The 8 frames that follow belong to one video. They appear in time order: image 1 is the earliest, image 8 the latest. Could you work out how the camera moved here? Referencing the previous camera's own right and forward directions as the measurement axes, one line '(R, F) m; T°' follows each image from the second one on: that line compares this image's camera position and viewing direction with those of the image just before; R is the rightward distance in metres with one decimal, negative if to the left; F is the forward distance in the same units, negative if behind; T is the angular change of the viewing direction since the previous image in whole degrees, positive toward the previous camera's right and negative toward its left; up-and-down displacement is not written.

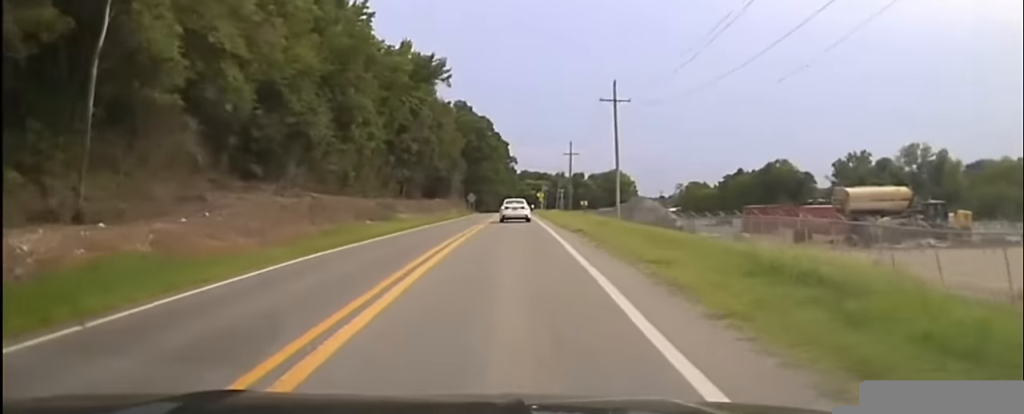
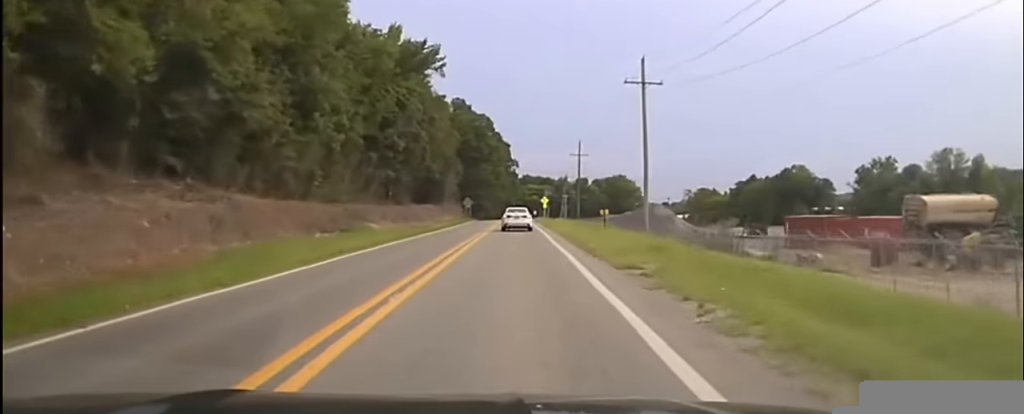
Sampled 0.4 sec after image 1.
(0.0, +14.1) m; 0°
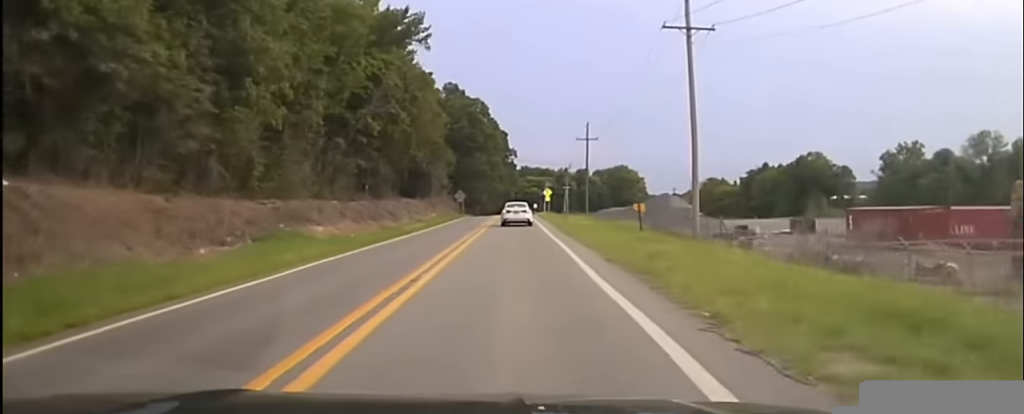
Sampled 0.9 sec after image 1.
(0.0, +15.3) m; 0°
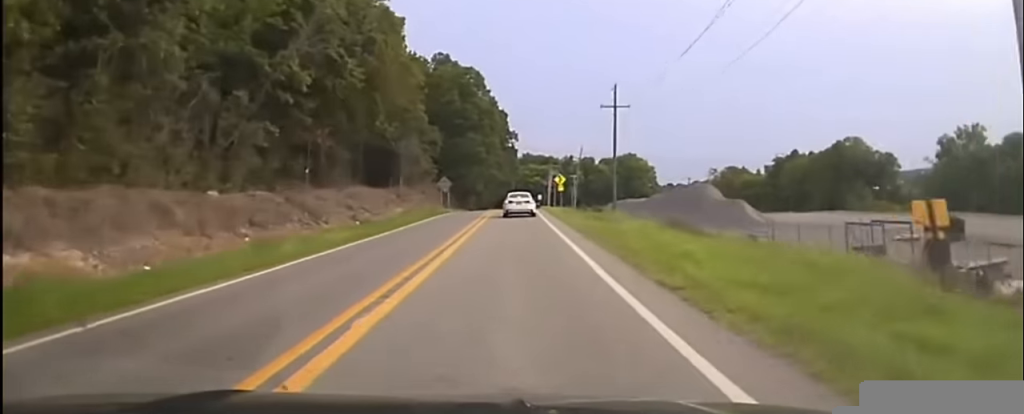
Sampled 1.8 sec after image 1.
(-0.1, +26.6) m; 0°
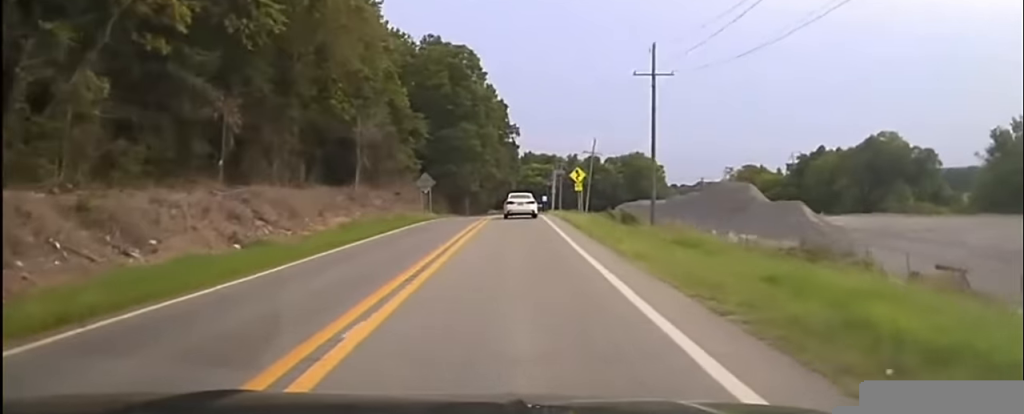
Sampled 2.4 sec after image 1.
(+0.1, +21.9) m; 0°
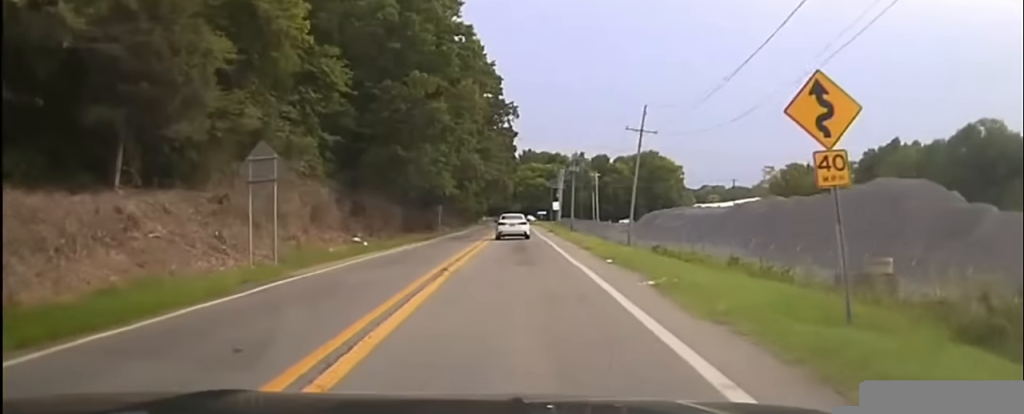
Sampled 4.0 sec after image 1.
(-0.3, +48.0) m; -1°
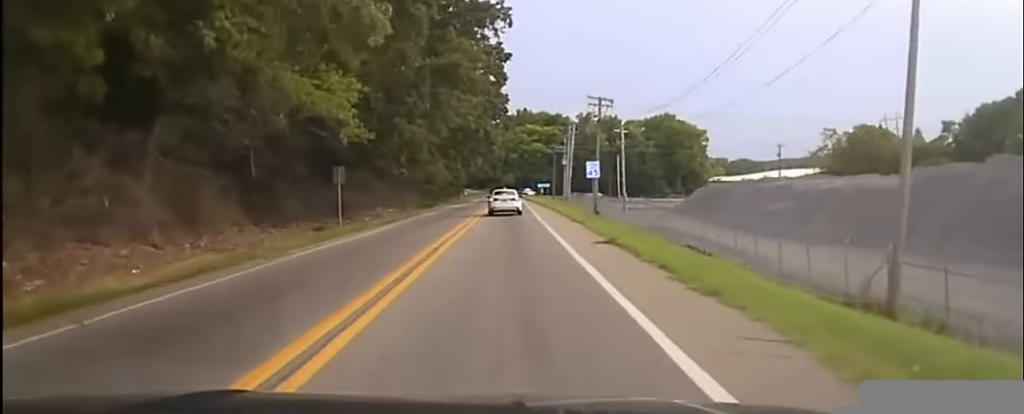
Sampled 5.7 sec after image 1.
(-0.1, +44.1) m; +1°
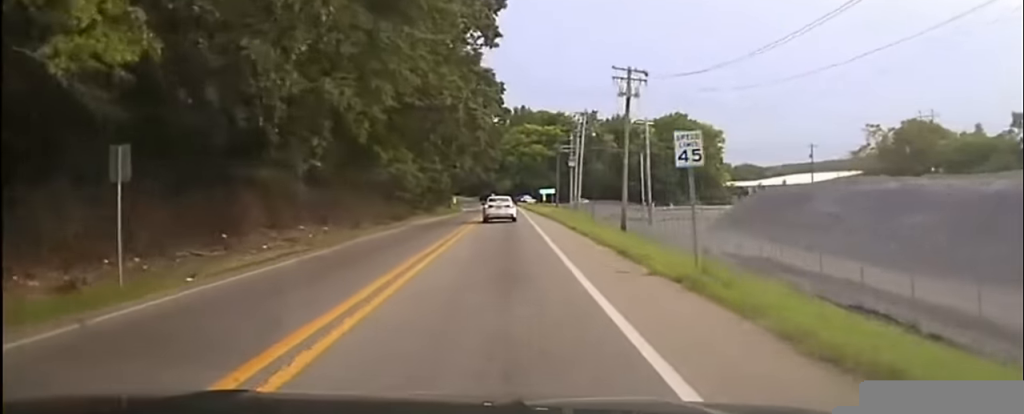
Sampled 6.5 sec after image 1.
(+0.4, +21.5) m; +1°
